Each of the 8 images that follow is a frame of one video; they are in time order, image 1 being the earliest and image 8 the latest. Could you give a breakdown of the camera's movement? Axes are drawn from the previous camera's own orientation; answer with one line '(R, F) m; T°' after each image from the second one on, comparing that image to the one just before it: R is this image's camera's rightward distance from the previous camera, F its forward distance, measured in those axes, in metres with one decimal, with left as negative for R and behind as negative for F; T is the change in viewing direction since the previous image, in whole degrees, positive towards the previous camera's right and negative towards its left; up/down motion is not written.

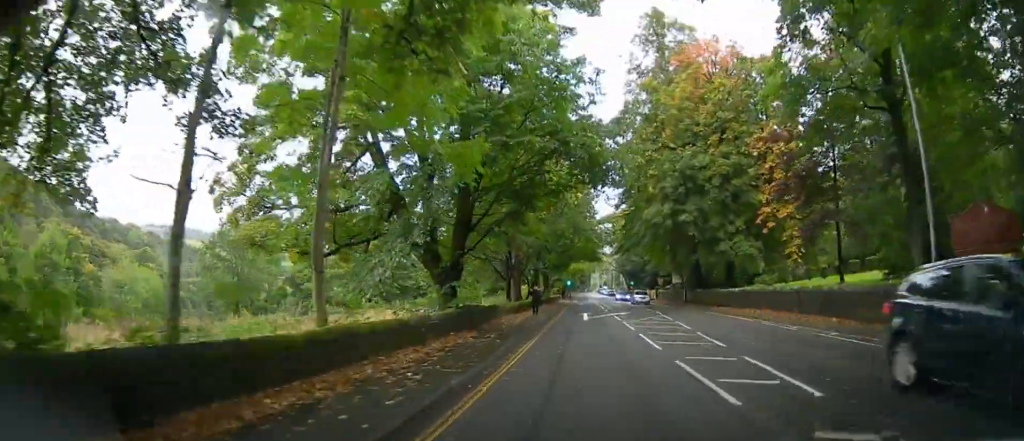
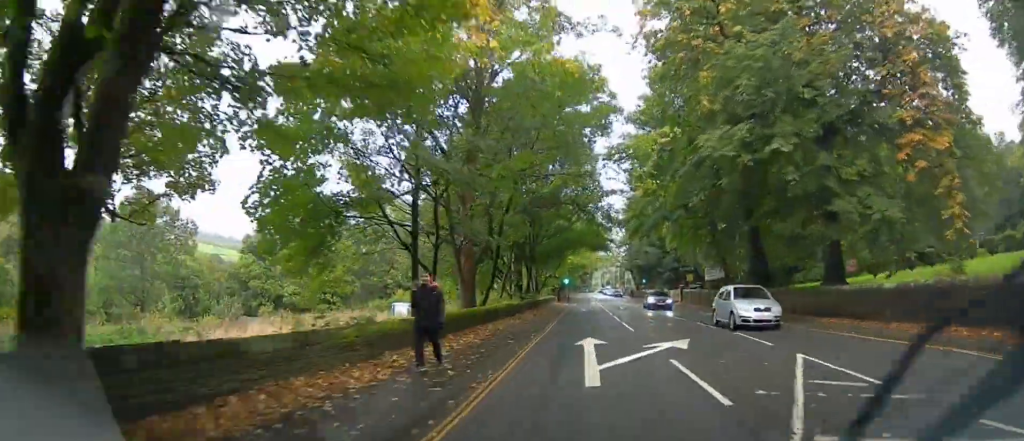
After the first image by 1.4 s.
(0.0, +17.5) m; 0°
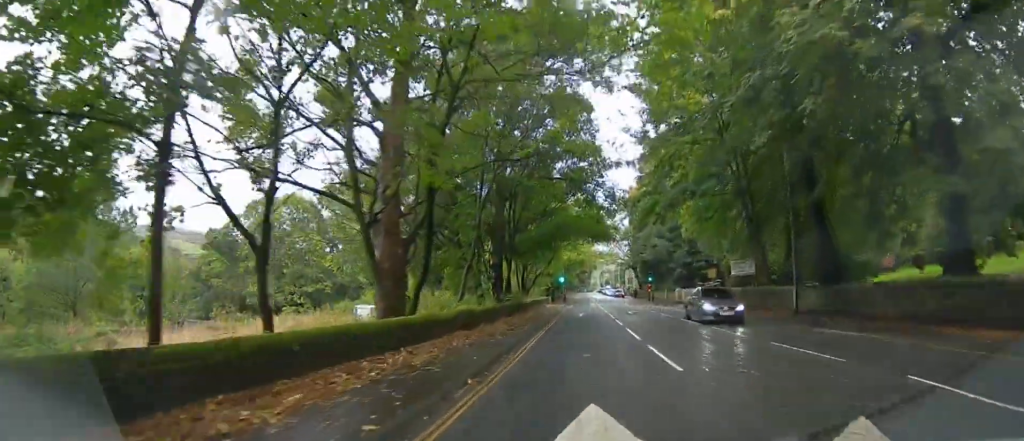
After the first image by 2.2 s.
(0.0, +9.3) m; 0°
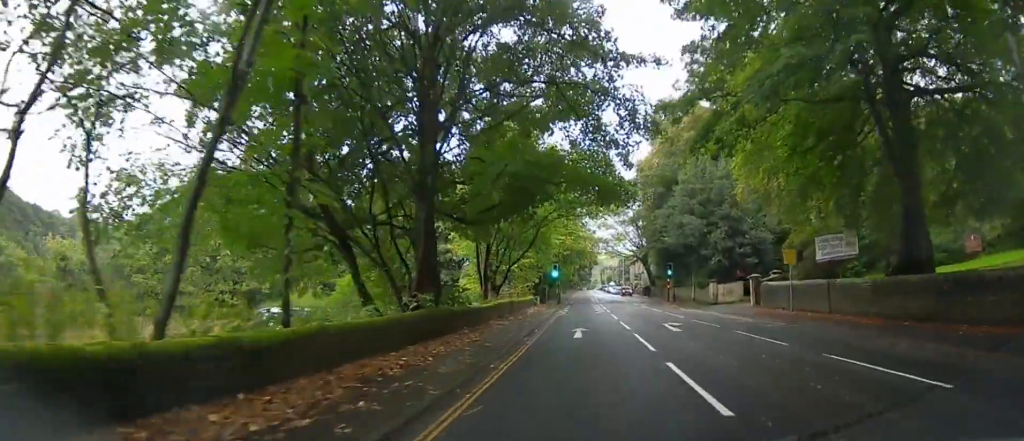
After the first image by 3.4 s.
(0.0, +15.3) m; 0°
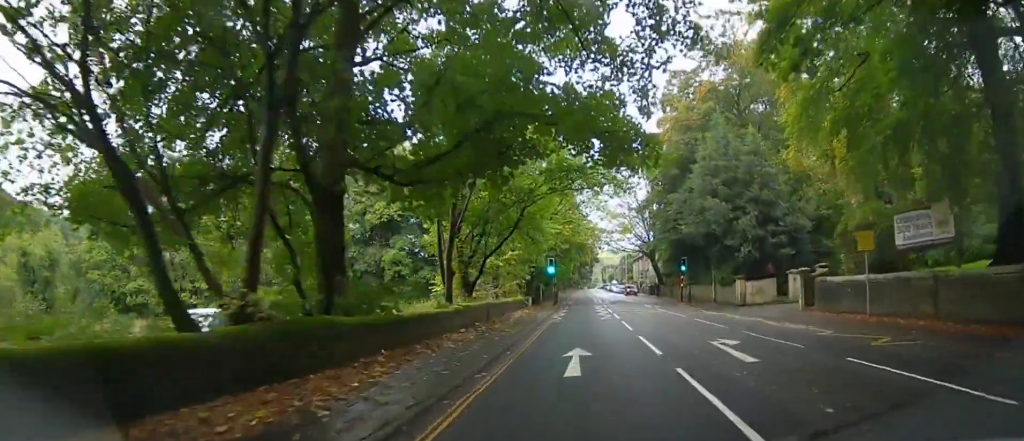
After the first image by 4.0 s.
(0.0, +7.0) m; 0°
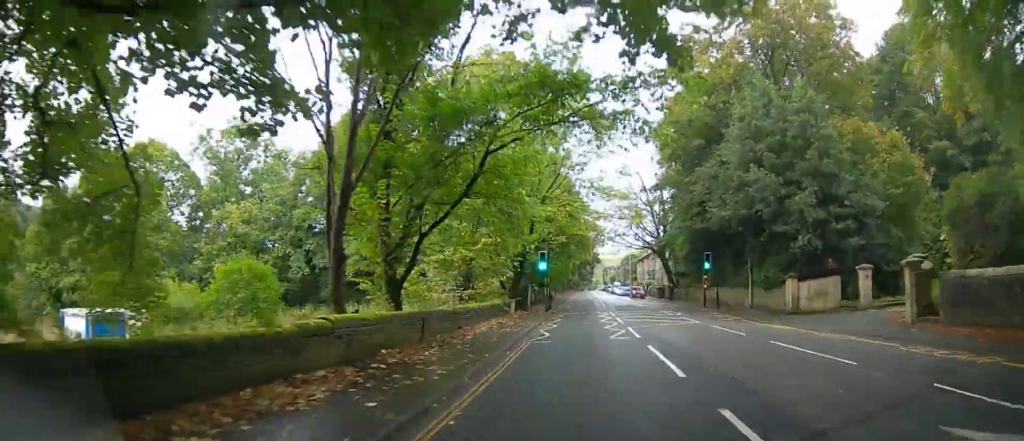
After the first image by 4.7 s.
(0.0, +8.5) m; 0°
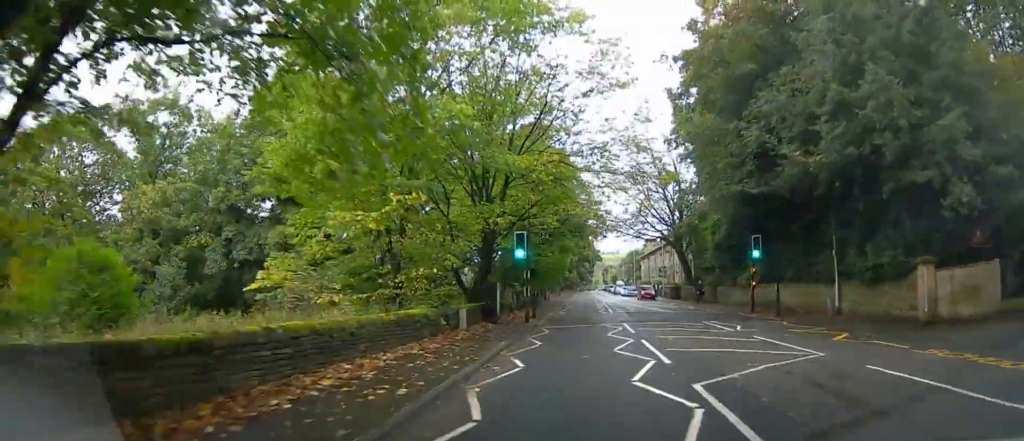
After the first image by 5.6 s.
(0.0, +10.8) m; -1°
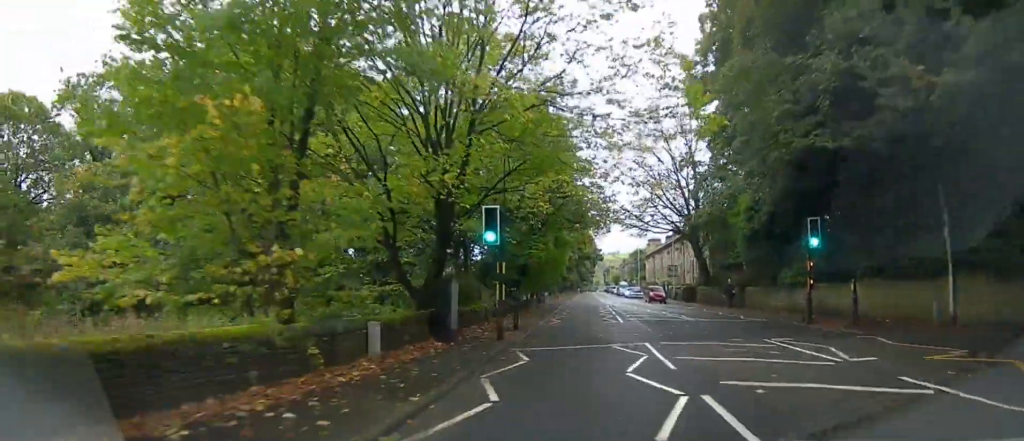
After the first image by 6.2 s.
(0.0, +6.9) m; -1°
